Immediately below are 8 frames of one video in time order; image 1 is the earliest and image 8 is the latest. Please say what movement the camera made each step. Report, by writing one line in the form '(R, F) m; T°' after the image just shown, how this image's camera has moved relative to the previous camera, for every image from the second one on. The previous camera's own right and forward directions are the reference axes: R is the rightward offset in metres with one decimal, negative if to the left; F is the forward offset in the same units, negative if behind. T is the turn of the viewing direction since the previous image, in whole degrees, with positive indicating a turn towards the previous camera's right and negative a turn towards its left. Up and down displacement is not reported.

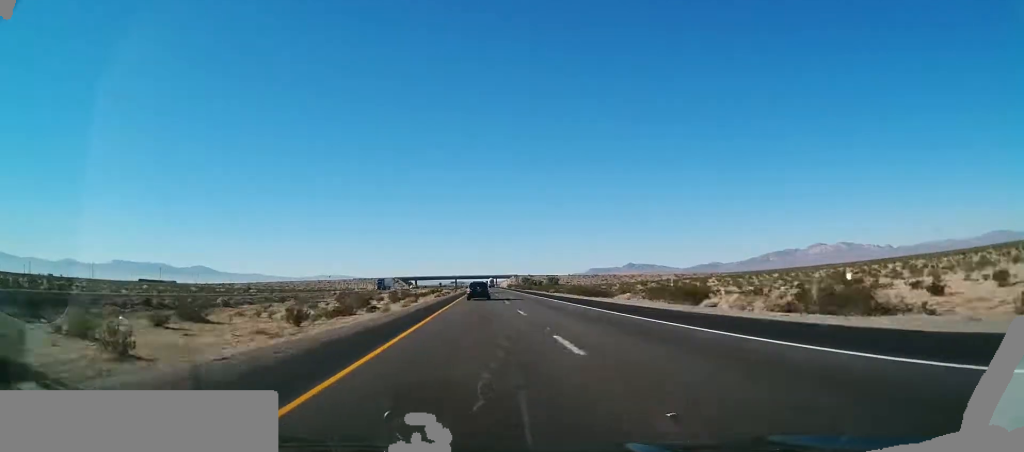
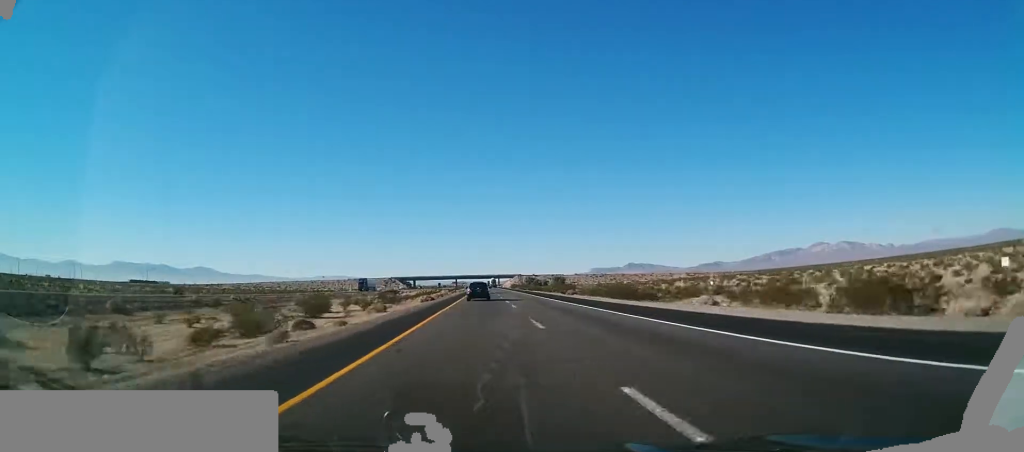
(-0.3, +22.2) m; 0°
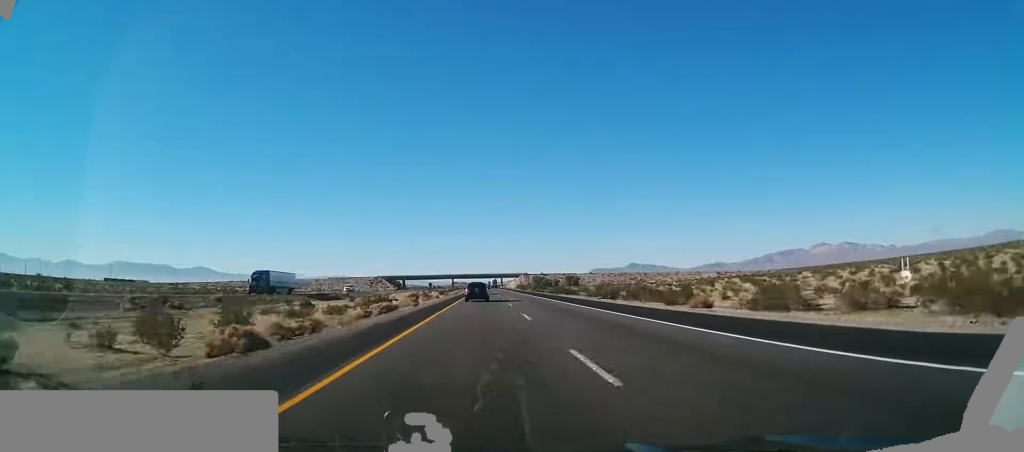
(-0.3, +53.9) m; 0°
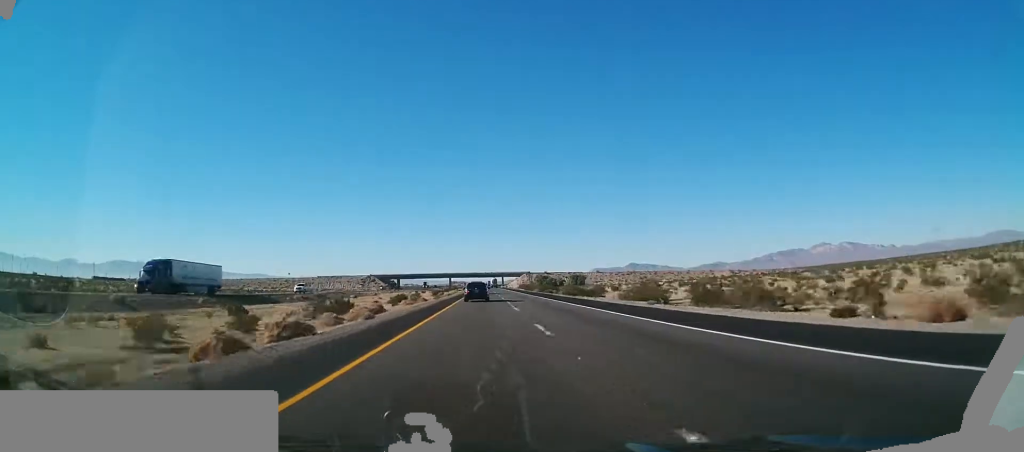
(0.0, +21.2) m; 0°
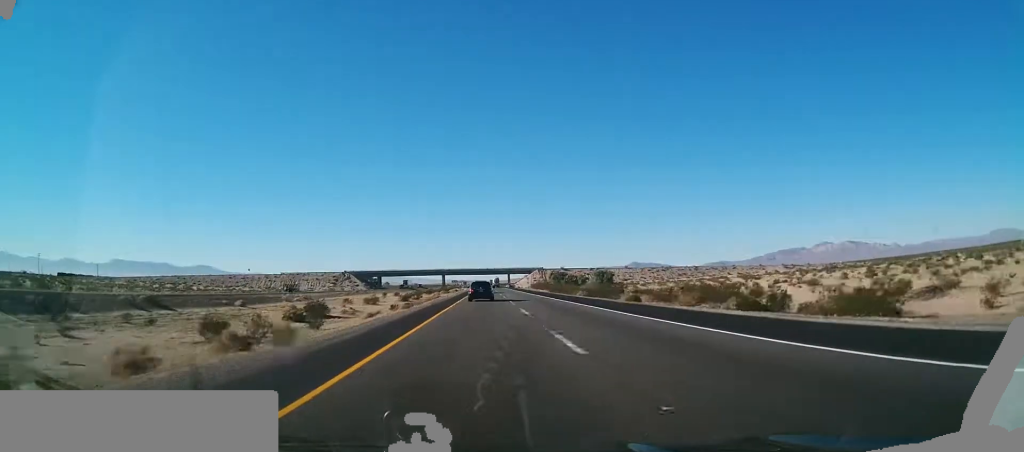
(+0.2, +62.6) m; 0°
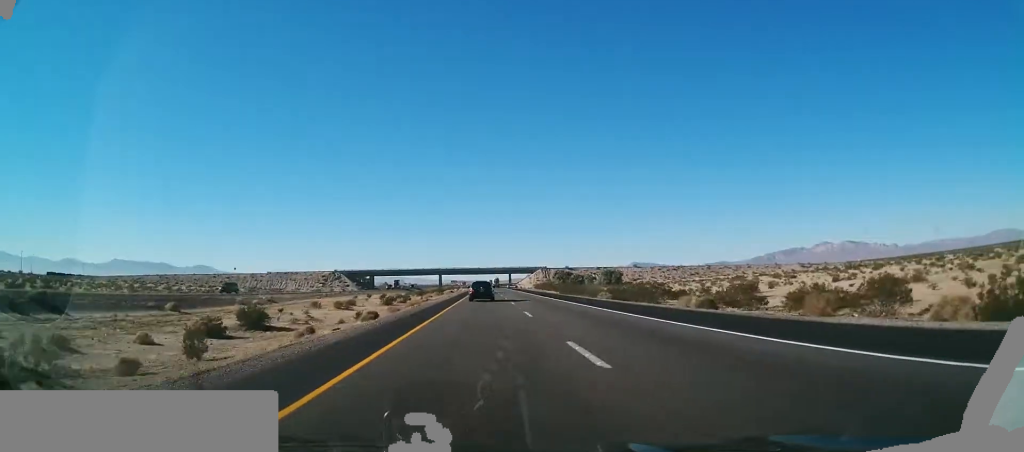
(0.0, +16.6) m; 0°
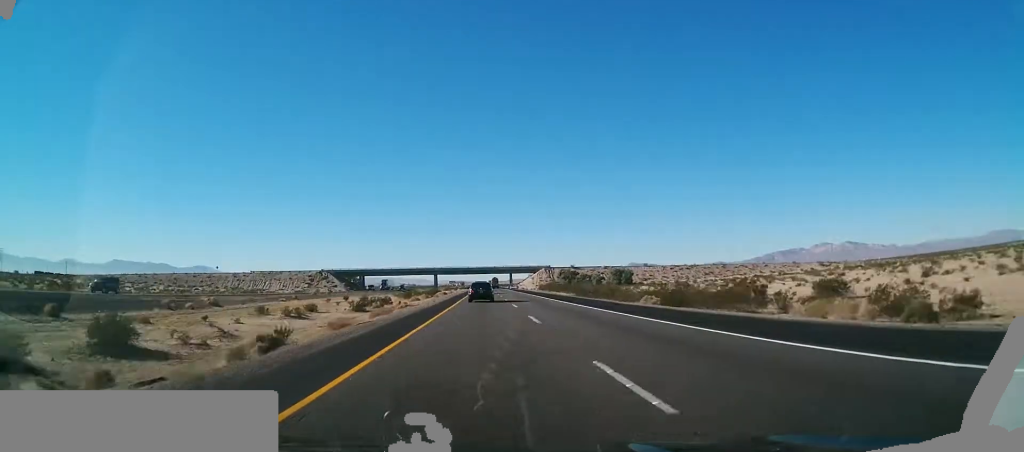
(0.0, +17.8) m; 0°
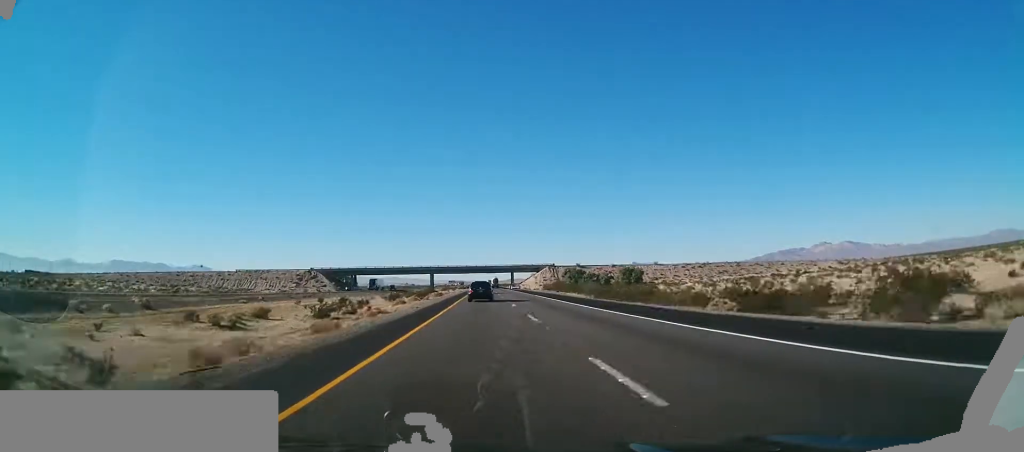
(0.0, +14.2) m; 0°
